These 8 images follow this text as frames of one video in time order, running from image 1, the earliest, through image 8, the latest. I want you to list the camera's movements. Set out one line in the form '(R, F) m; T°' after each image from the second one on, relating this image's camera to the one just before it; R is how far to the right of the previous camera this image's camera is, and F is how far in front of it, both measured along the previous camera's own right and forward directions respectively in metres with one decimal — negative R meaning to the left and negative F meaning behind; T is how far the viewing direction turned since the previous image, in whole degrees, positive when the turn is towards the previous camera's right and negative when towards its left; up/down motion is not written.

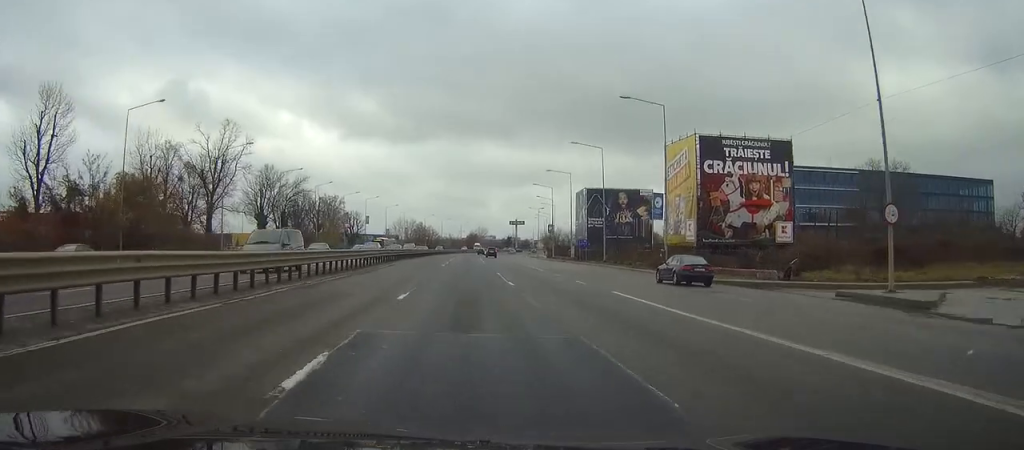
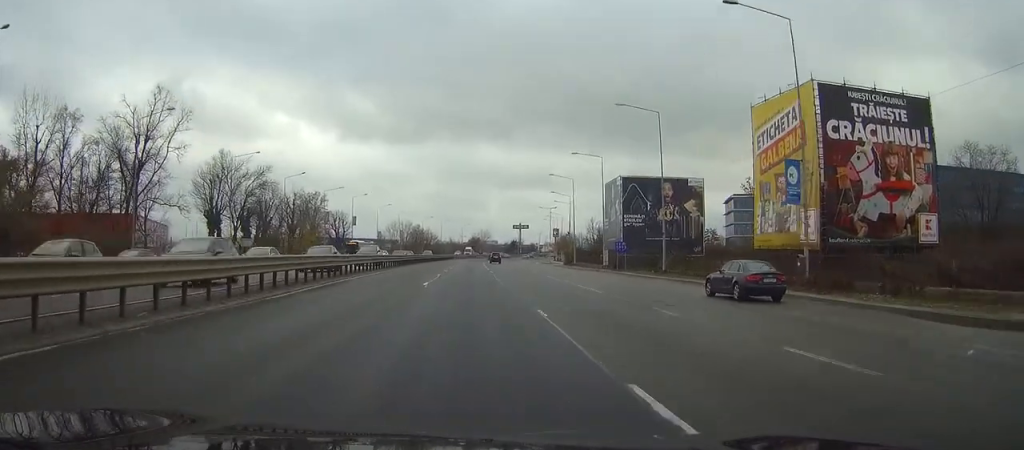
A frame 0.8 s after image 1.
(0.0, +23.0) m; 0°
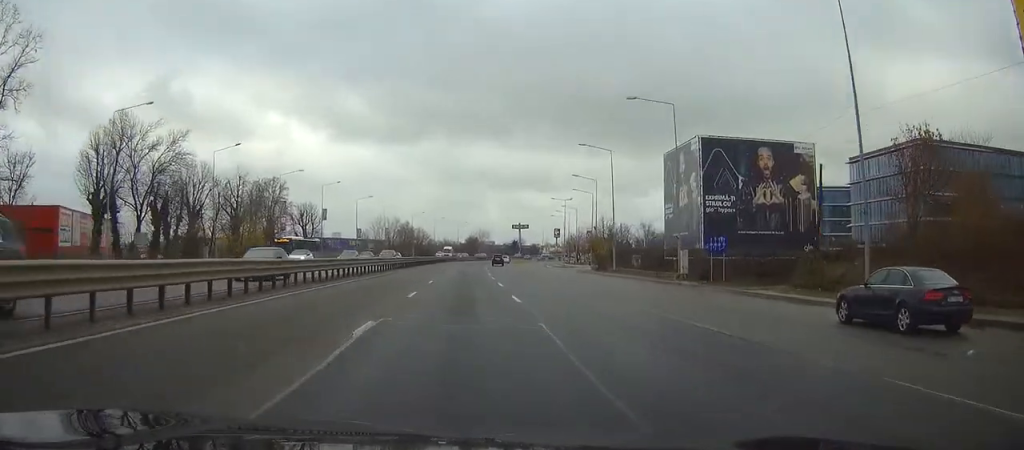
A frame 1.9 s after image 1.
(-0.1, +29.5) m; 0°
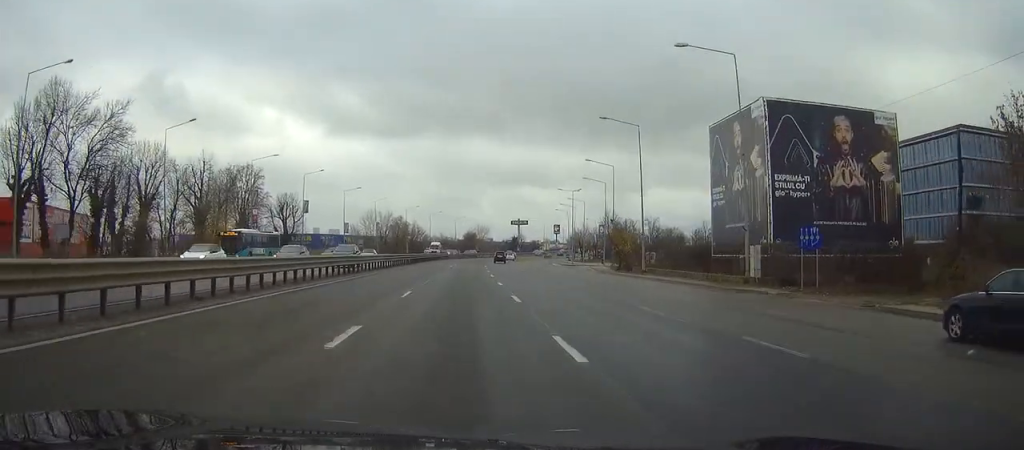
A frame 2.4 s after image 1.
(0.0, +12.9) m; 0°
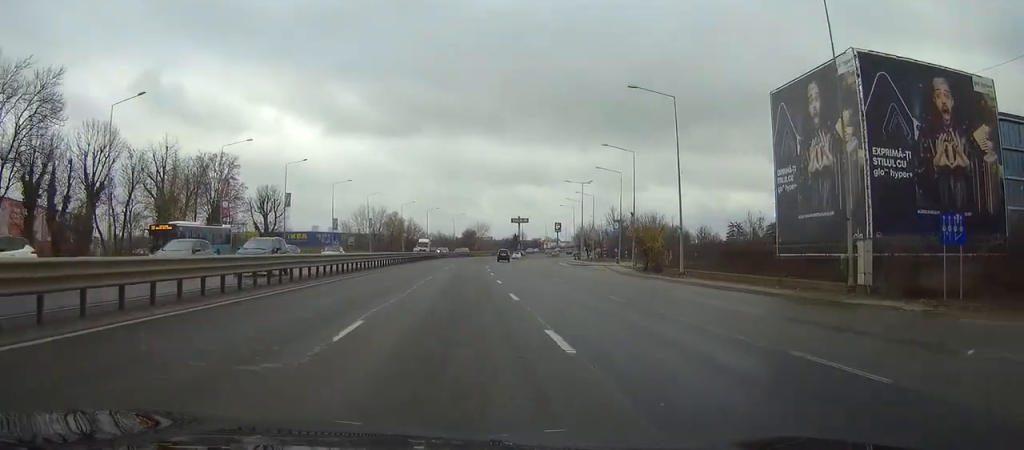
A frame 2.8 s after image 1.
(+0.1, +11.1) m; 0°
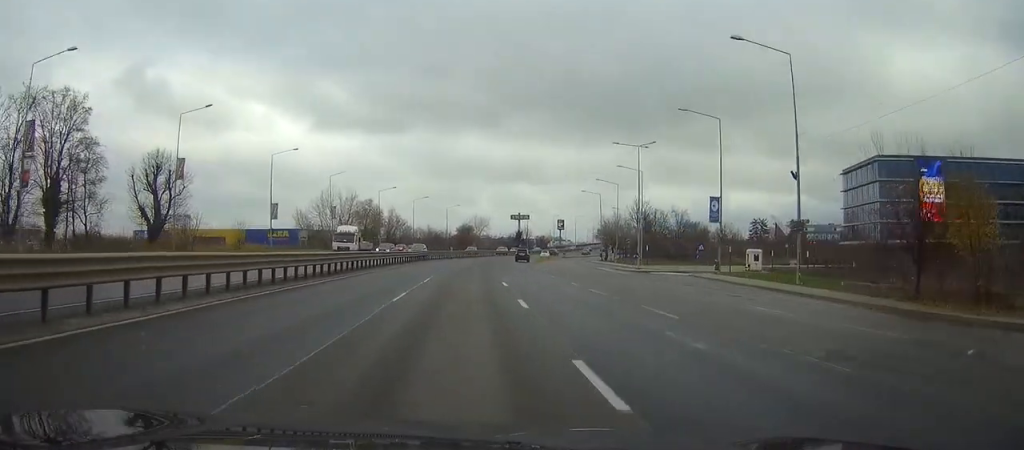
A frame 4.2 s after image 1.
(0.0, +38.9) m; 0°
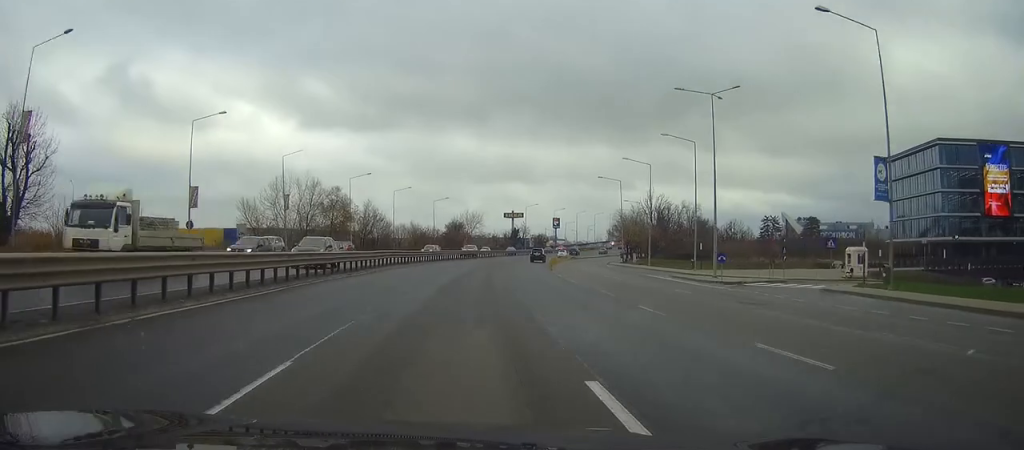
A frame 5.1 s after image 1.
(+0.2, +24.9) m; +1°
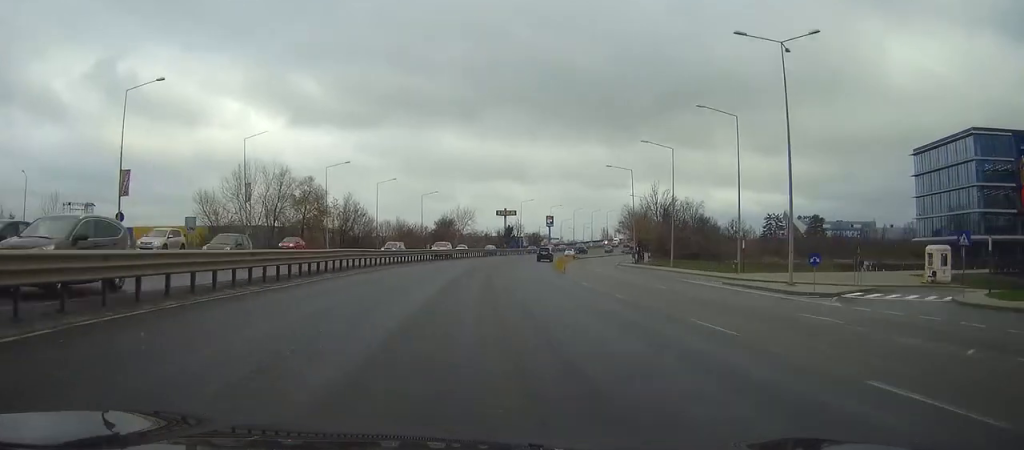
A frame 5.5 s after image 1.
(0.0, +13.0) m; +1°
